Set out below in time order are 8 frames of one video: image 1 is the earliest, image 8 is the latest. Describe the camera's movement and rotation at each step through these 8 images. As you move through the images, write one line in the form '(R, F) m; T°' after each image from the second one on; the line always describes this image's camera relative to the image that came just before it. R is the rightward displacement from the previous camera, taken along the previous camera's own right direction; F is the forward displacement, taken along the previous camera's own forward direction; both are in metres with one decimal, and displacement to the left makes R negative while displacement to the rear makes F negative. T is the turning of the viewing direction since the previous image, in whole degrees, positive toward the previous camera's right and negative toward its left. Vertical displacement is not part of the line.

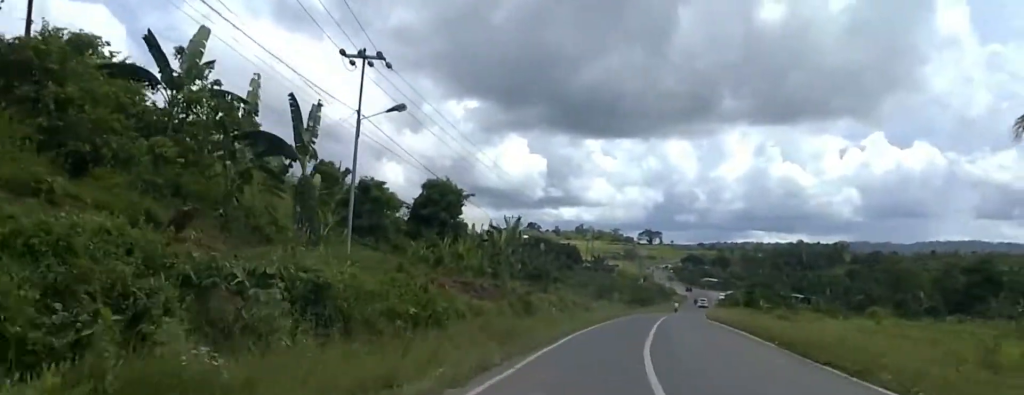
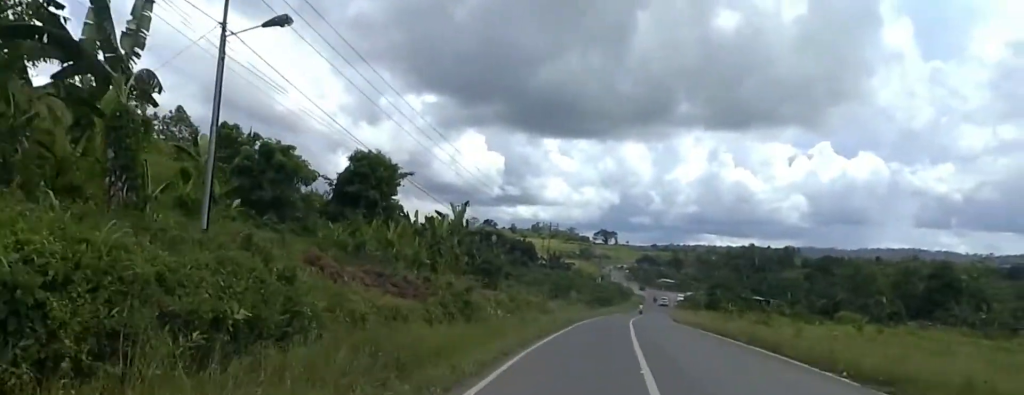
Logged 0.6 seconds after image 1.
(-0.1, +7.2) m; +4°
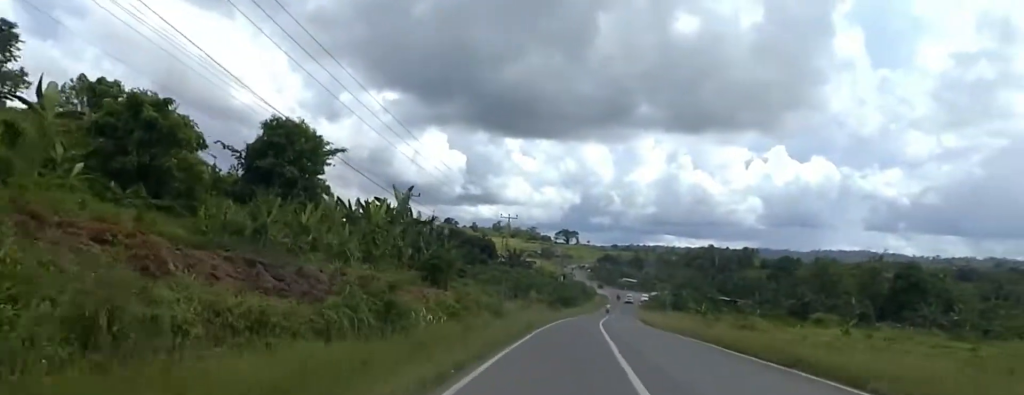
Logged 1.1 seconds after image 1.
(+0.1, +6.3) m; +4°
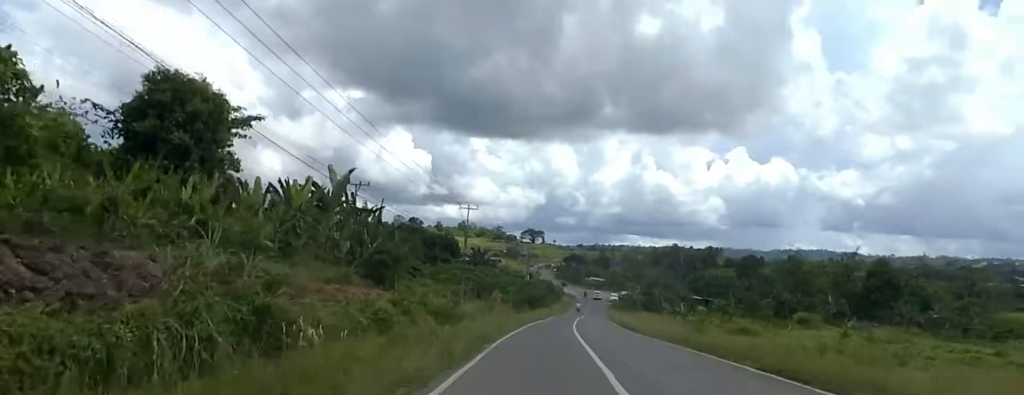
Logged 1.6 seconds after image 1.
(+0.6, +6.4) m; +4°
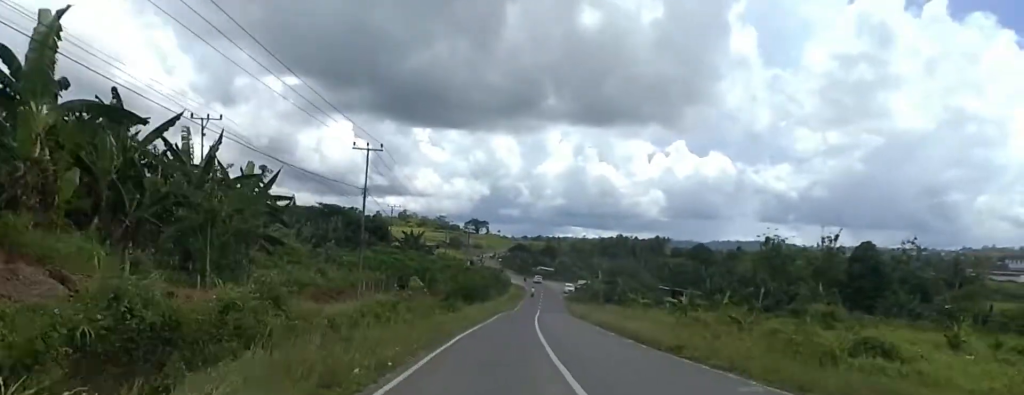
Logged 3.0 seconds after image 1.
(+0.7, +18.2) m; +2°
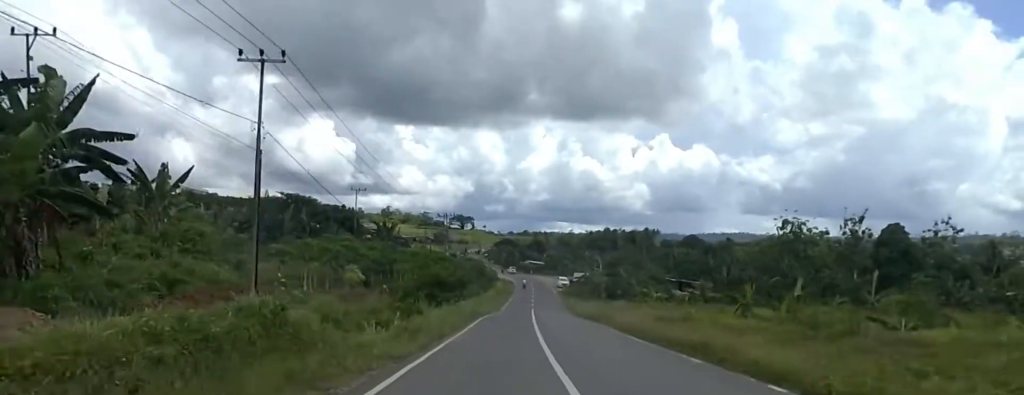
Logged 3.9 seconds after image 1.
(0.0, +12.5) m; 0°
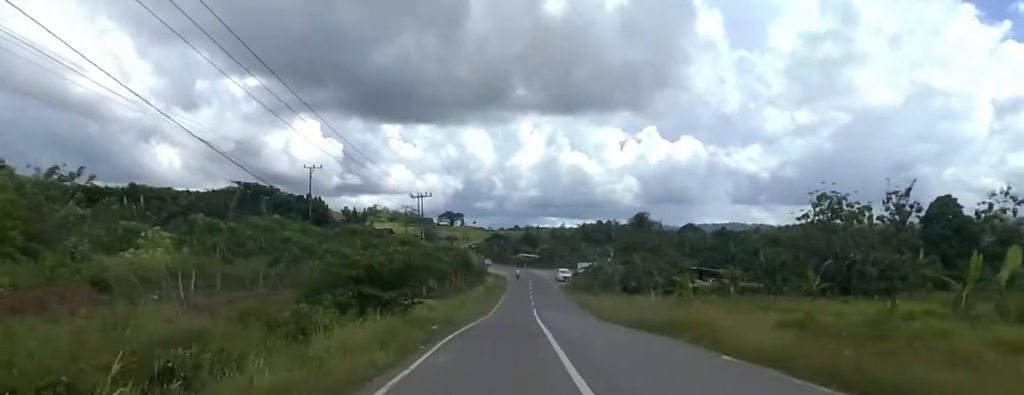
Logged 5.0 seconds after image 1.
(+0.3, +13.4) m; +7°
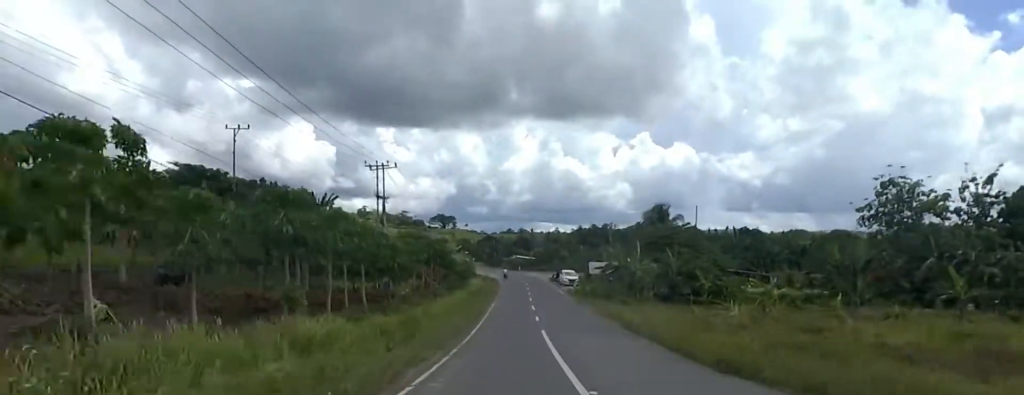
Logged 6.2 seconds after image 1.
(+0.8, +15.1) m; -2°
